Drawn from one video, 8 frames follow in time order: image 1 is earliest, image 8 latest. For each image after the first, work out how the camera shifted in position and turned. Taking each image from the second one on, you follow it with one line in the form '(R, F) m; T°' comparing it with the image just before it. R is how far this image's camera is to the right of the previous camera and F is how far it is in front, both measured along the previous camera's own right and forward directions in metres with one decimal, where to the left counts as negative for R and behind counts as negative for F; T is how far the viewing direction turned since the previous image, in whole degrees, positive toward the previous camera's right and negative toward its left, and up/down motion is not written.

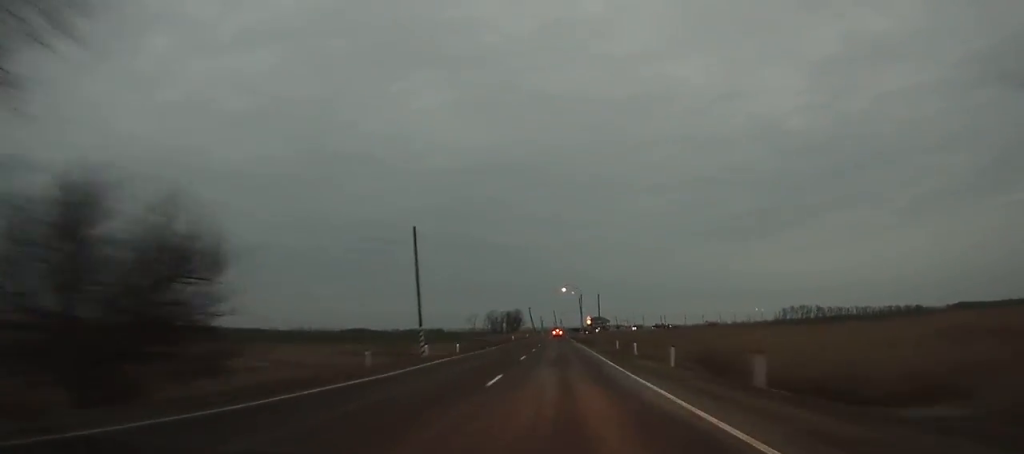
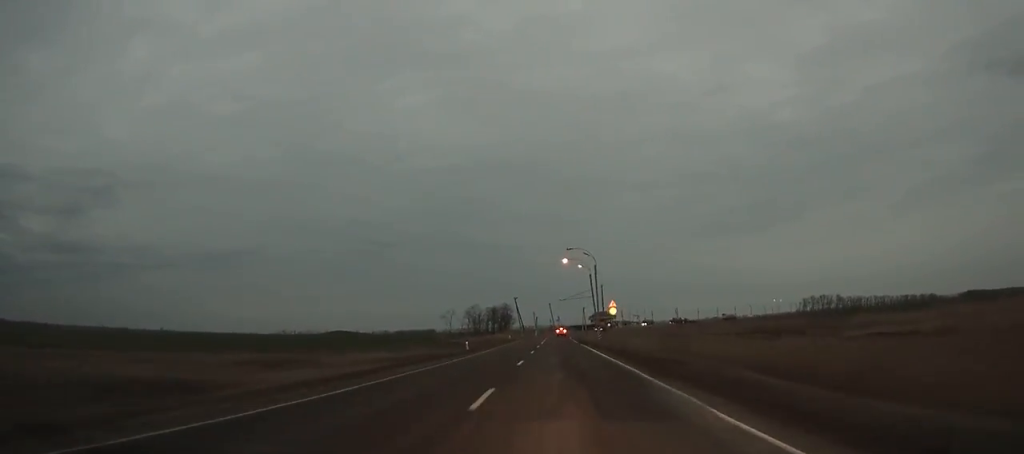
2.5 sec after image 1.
(-0.2, +49.8) m; 0°
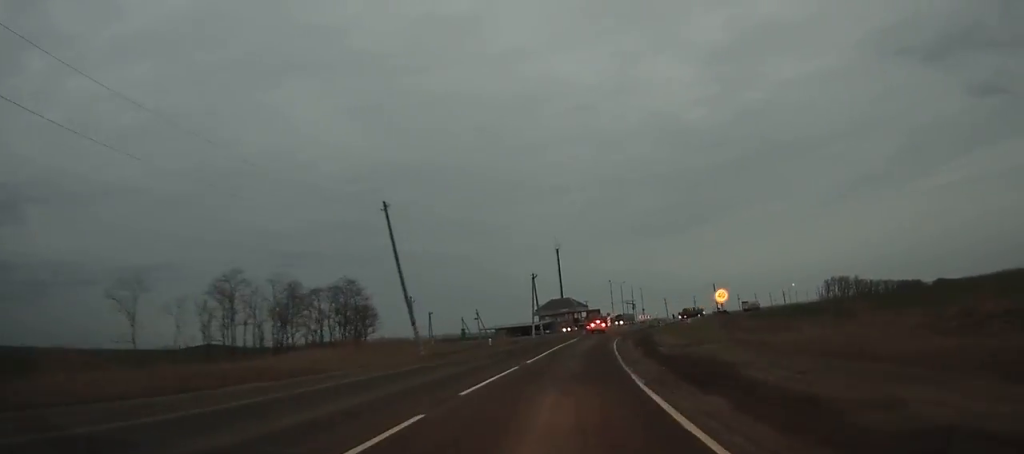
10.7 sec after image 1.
(+6.9, +128.0) m; +9°
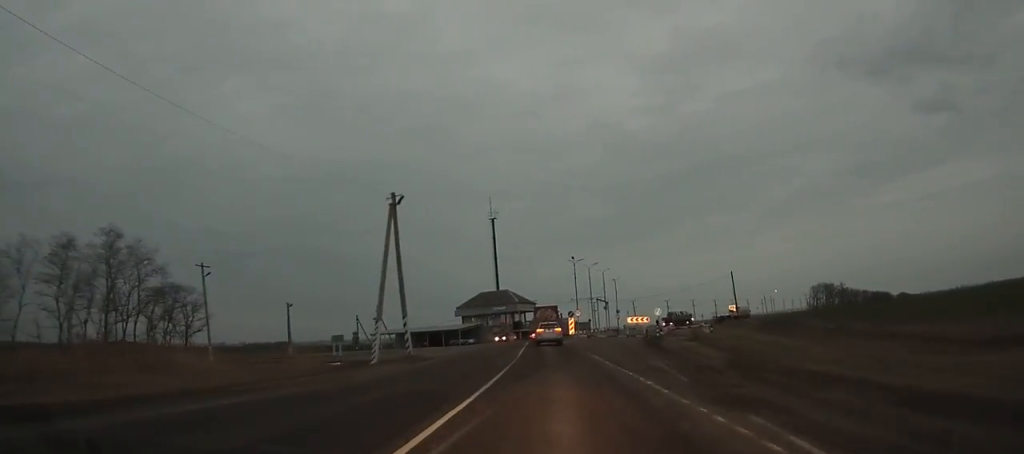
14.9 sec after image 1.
(+1.9, +42.6) m; +3°
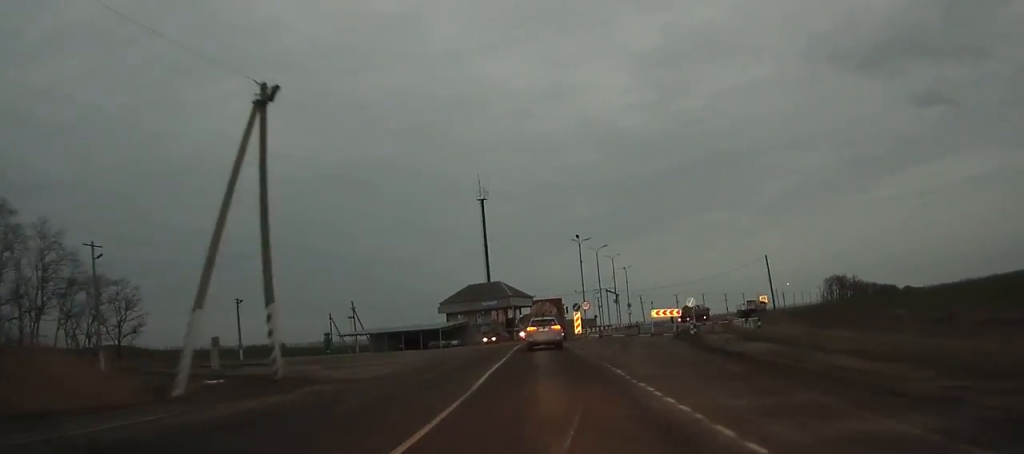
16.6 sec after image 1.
(-0.1, +11.9) m; -1°
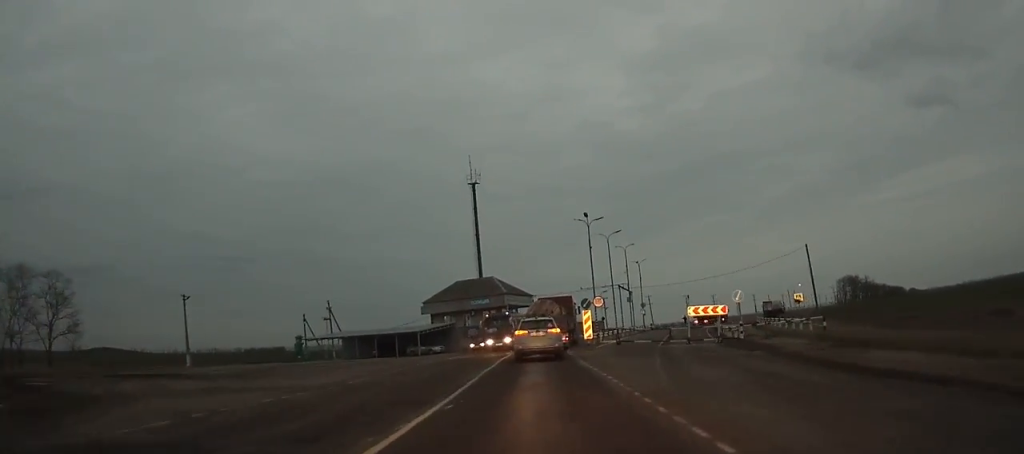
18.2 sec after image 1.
(0.0, +9.5) m; 0°
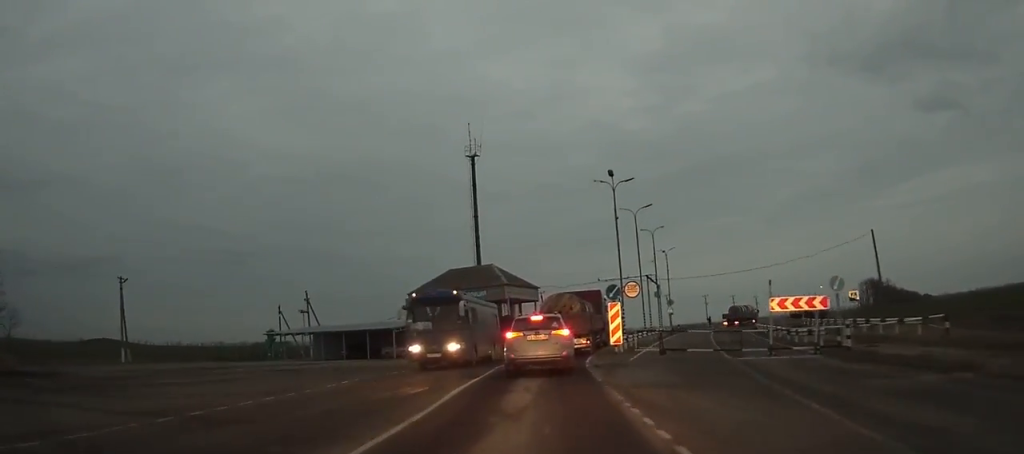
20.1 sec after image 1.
(-0.1, +8.5) m; 0°
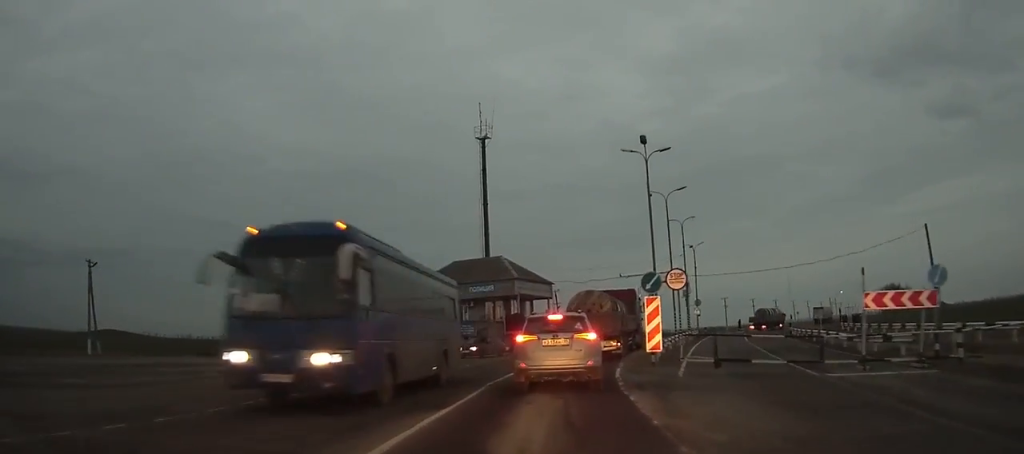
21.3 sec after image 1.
(0.0, +4.0) m; 0°
